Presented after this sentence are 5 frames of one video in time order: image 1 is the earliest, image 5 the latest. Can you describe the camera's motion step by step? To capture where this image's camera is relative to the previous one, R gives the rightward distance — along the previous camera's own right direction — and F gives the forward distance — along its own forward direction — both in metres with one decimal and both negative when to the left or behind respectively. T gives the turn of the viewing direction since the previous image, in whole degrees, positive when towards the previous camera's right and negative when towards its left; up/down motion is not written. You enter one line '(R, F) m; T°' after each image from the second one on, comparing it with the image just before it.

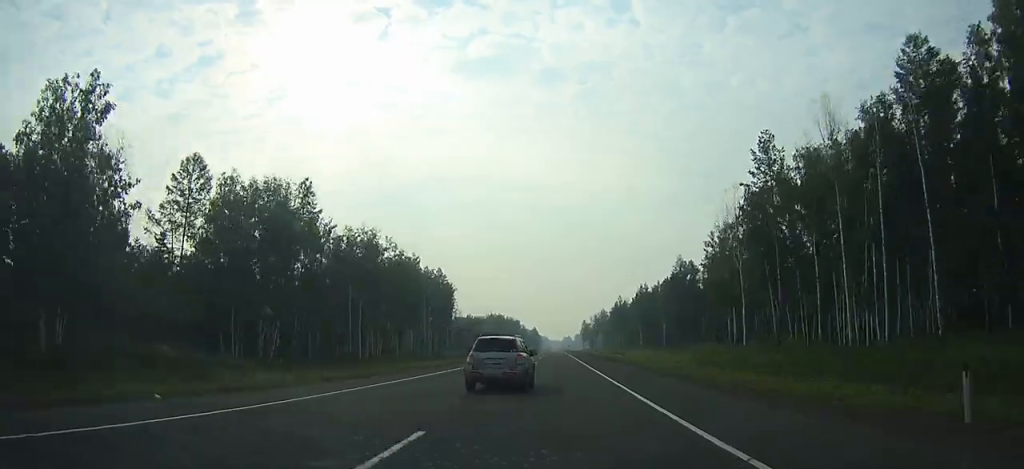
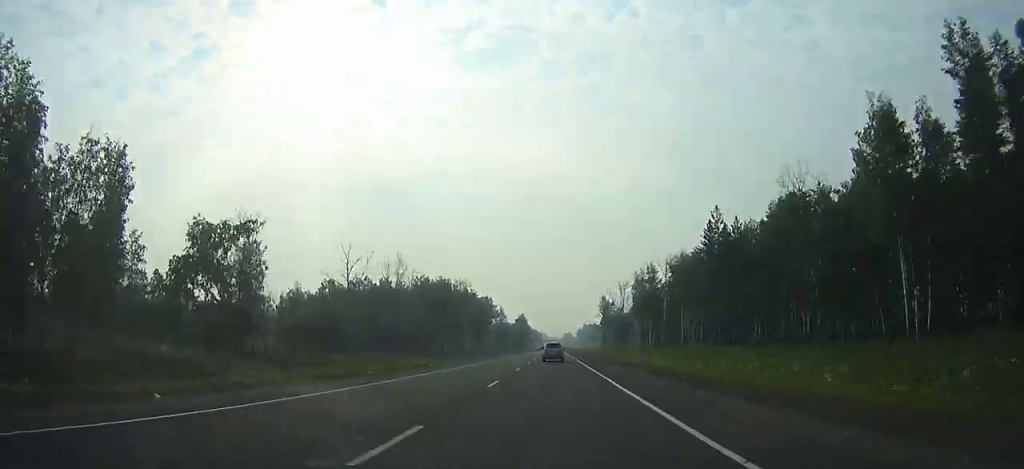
(+0.2, +160.9) m; 0°
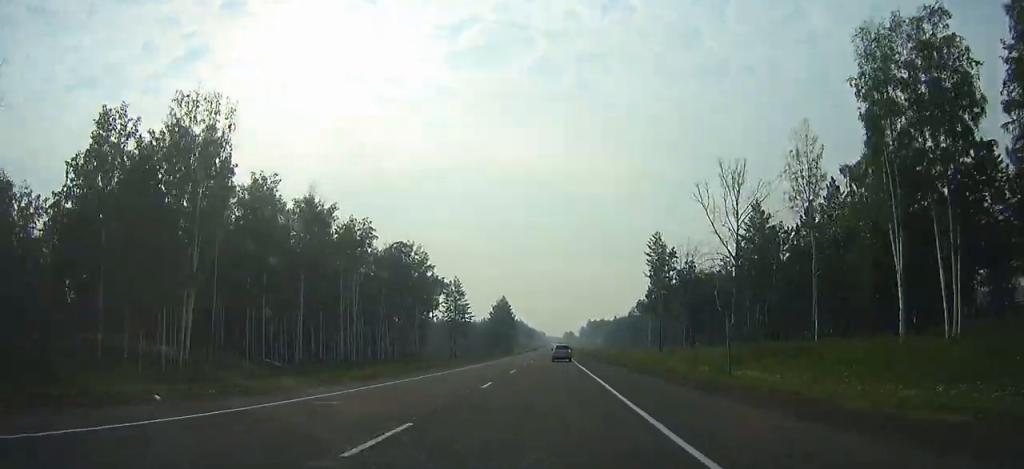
(+0.2, +111.8) m; 0°
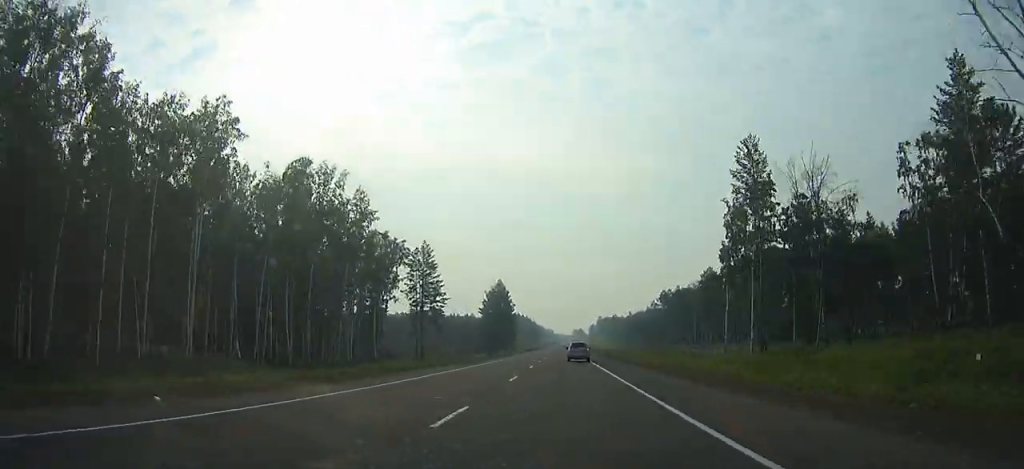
(+0.1, +44.6) m; 0°
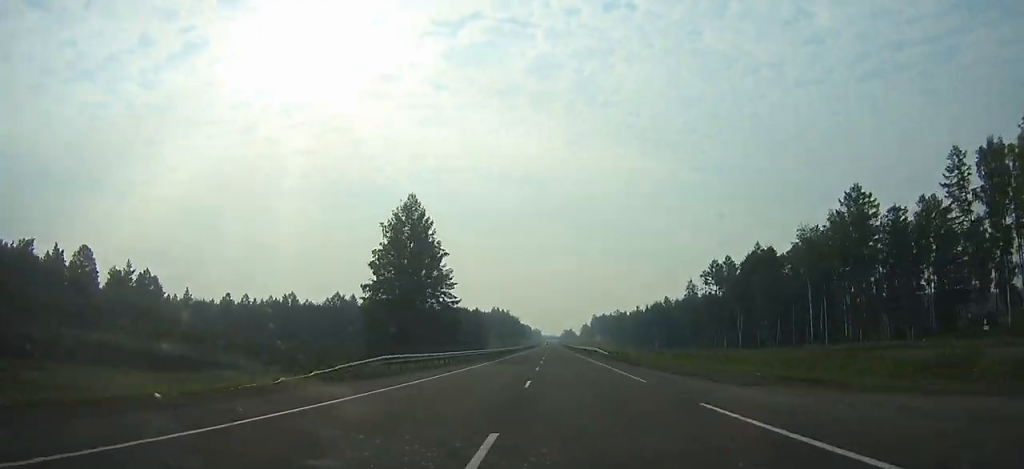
(-0.4, +101.3) m; 0°
